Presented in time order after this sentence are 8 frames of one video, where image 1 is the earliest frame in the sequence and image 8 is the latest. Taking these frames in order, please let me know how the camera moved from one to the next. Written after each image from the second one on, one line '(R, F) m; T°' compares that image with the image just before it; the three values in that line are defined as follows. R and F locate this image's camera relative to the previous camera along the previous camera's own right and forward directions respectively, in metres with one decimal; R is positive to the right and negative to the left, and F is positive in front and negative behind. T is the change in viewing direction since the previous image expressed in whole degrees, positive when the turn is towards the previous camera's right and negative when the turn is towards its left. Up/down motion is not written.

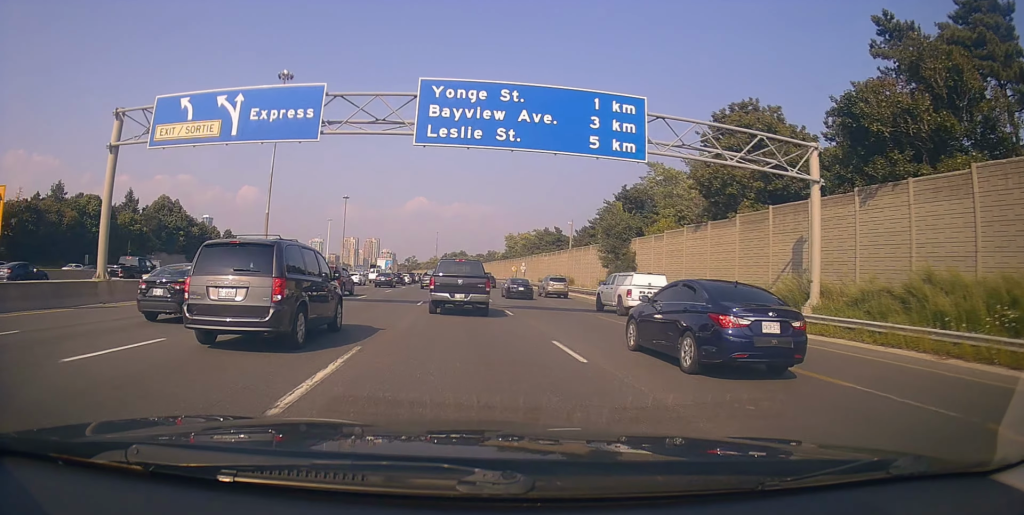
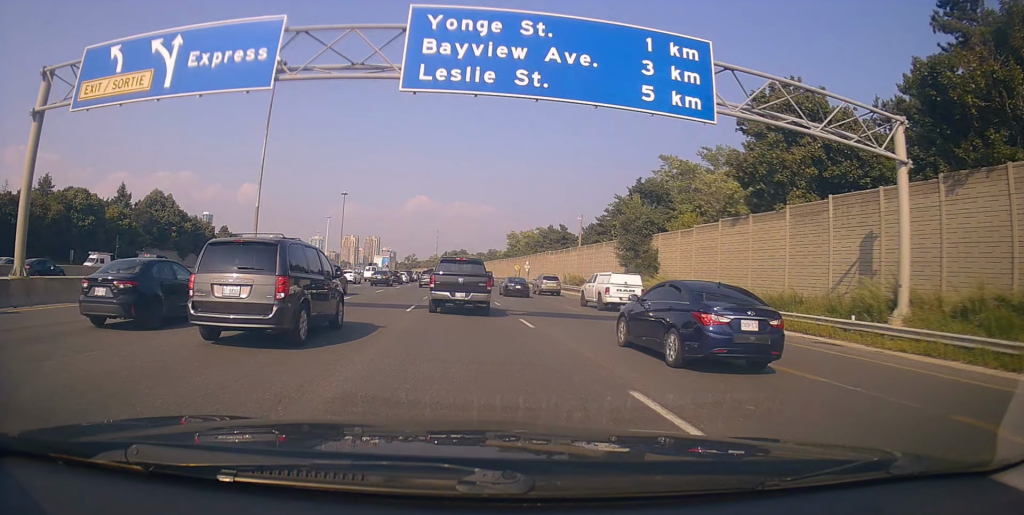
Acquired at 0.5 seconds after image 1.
(-0.2, +5.7) m; 0°
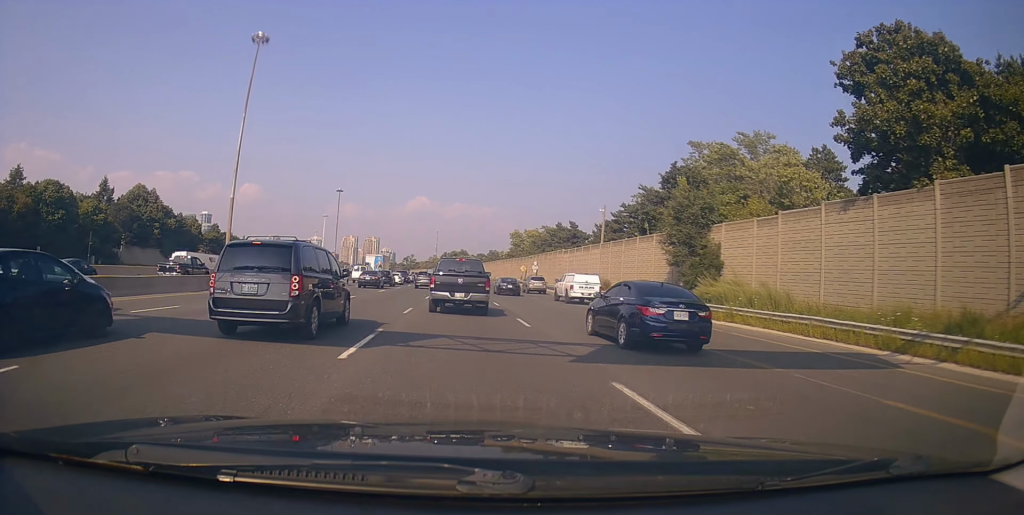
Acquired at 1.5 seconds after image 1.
(-0.1, +11.5) m; 0°
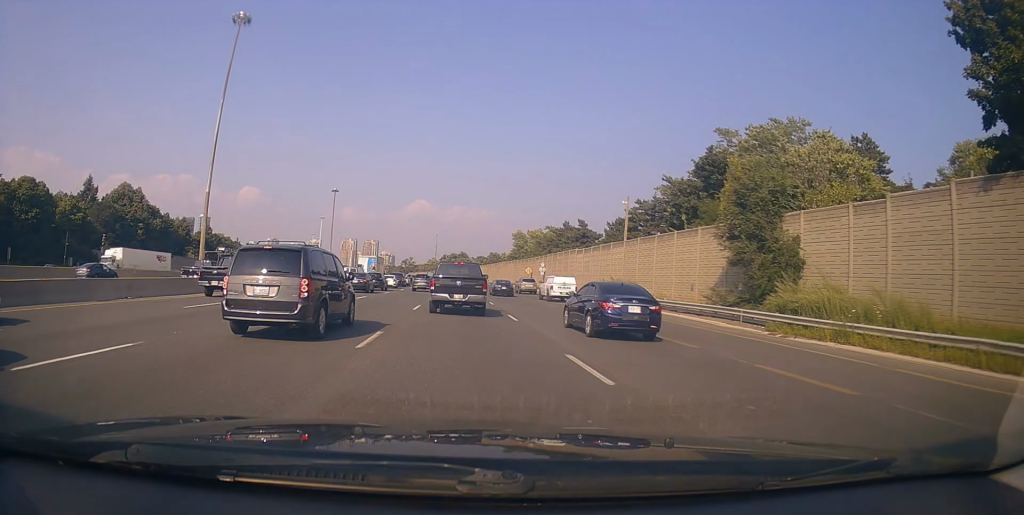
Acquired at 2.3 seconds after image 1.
(+0.1, +8.7) m; 0°
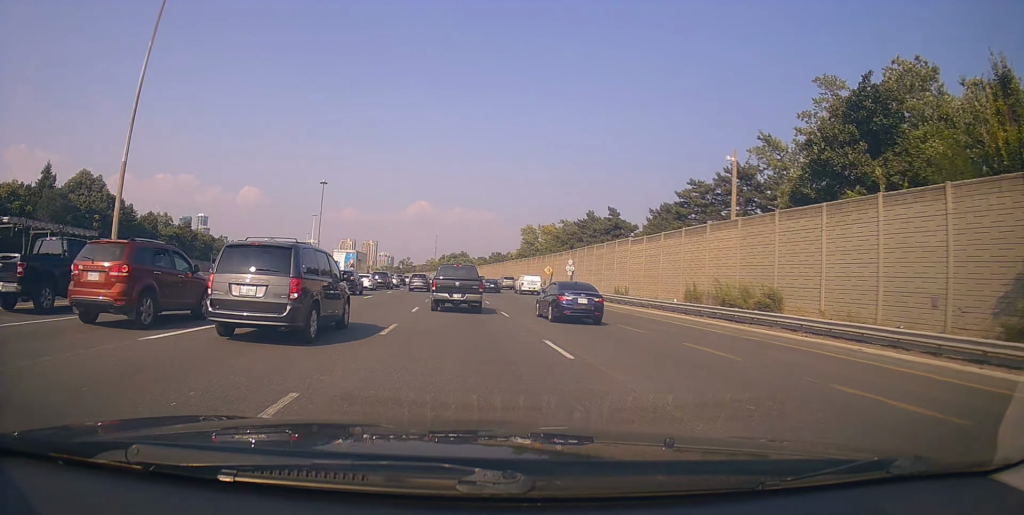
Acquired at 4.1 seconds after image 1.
(+0.5, +20.1) m; +2°
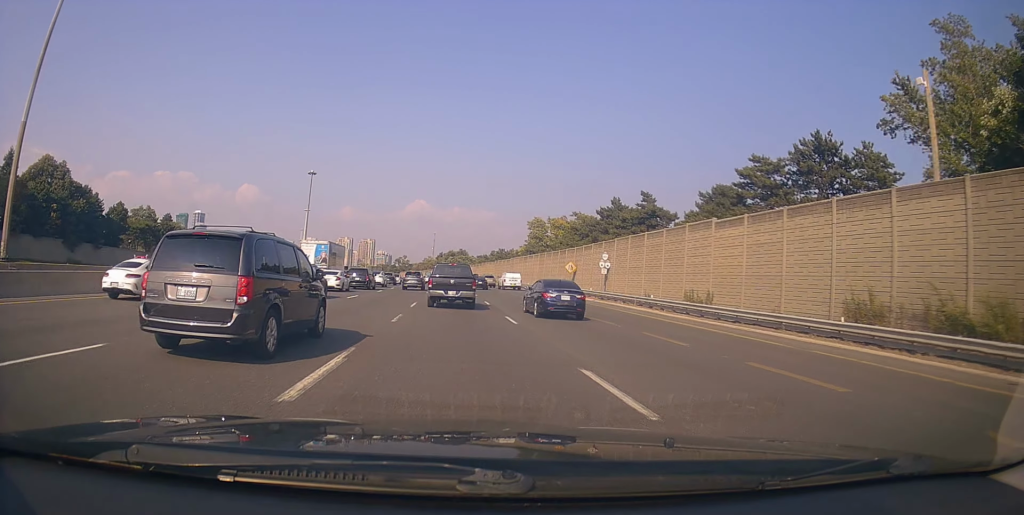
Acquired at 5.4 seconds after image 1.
(-0.7, +15.4) m; -3°
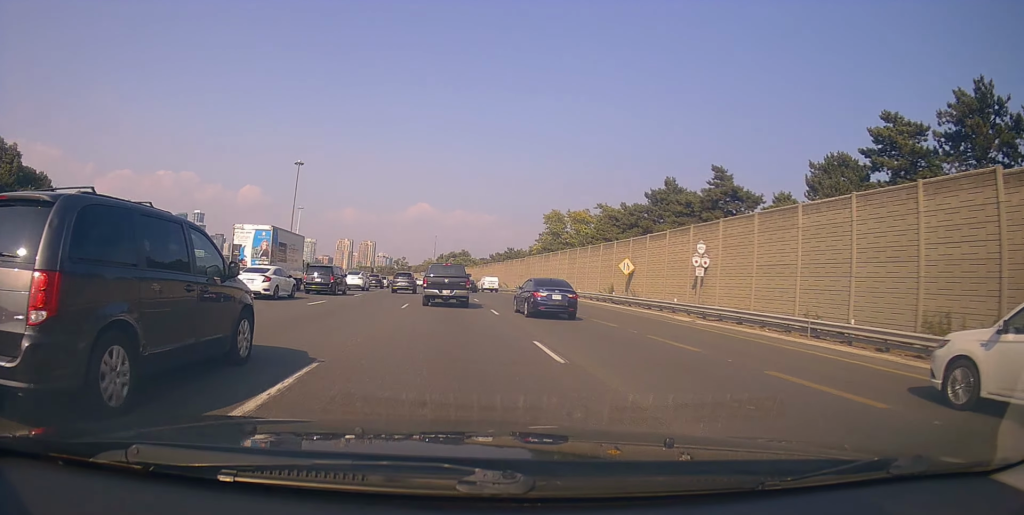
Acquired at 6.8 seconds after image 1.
(+0.2, +19.1) m; 0°
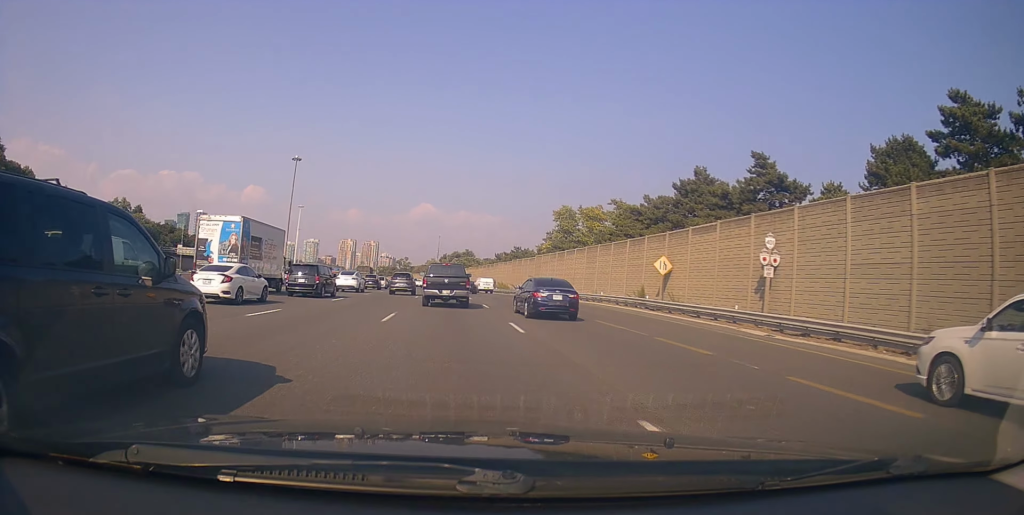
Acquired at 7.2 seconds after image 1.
(0.0, +6.7) m; 0°
